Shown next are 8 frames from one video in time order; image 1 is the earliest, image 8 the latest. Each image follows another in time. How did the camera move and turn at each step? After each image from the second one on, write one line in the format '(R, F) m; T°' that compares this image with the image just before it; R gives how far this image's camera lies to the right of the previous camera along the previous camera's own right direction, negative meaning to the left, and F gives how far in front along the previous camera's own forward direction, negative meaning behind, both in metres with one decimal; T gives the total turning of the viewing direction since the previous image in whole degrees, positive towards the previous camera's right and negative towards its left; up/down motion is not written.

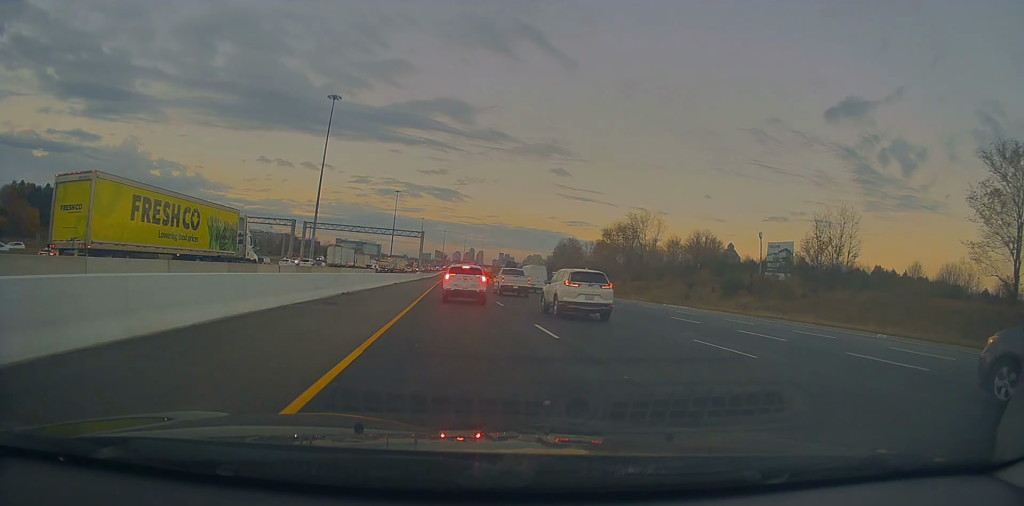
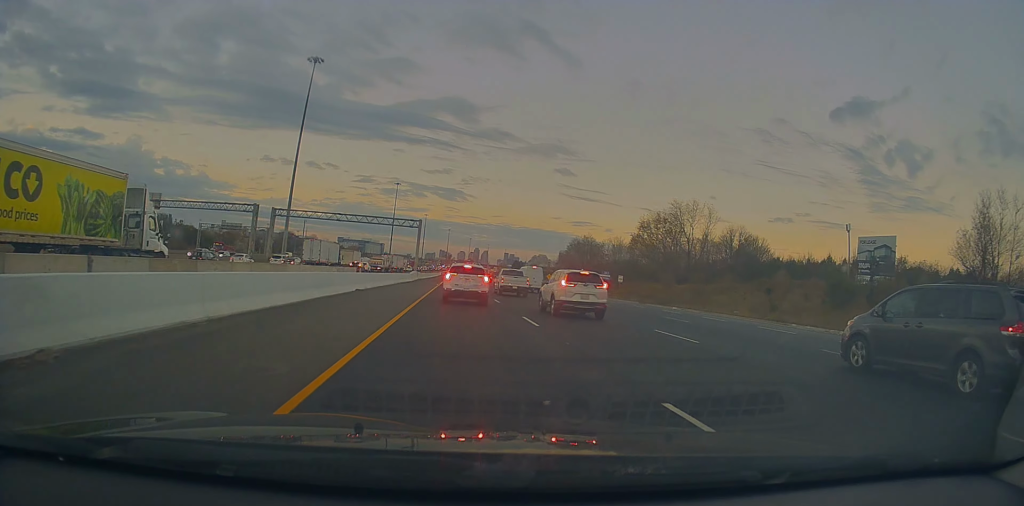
(0.0, +21.5) m; -1°
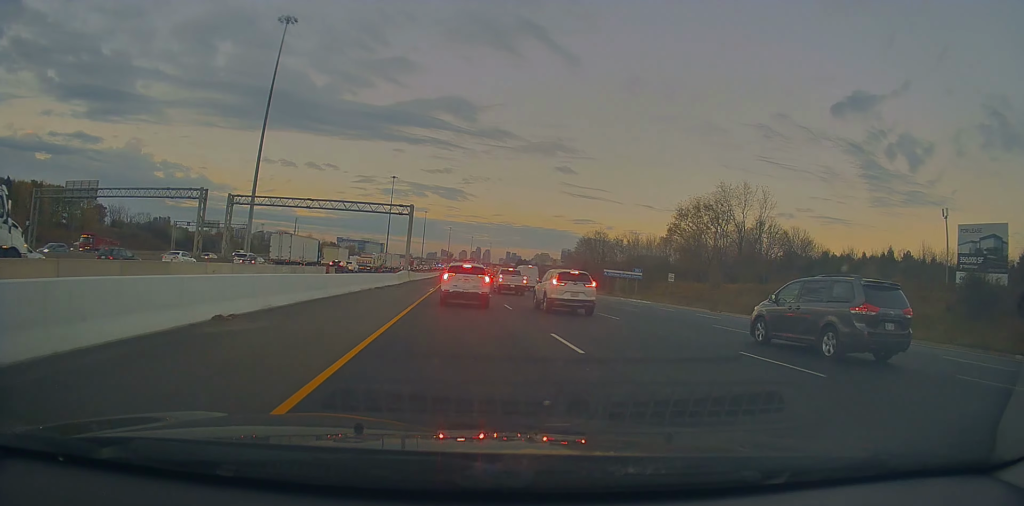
(-0.2, +17.3) m; 0°
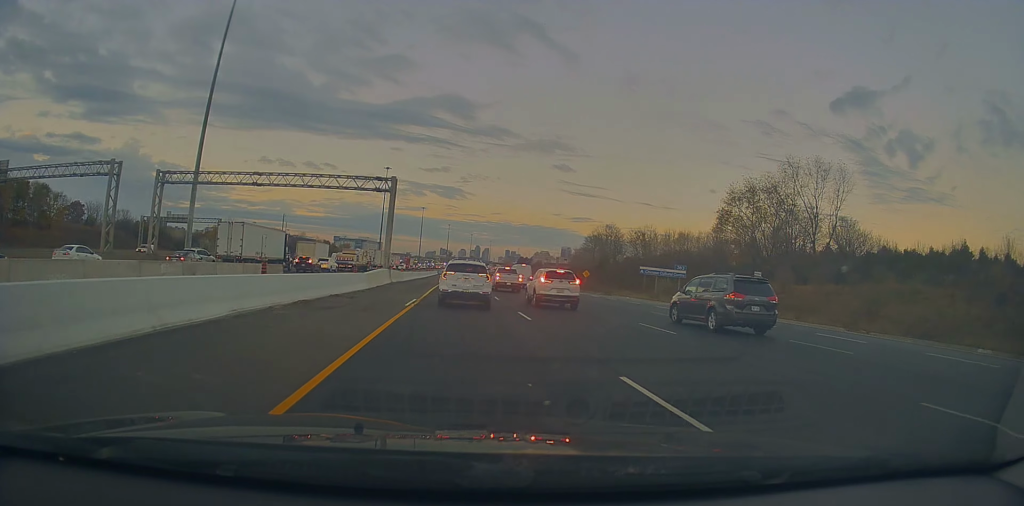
(0.0, +17.6) m; -1°
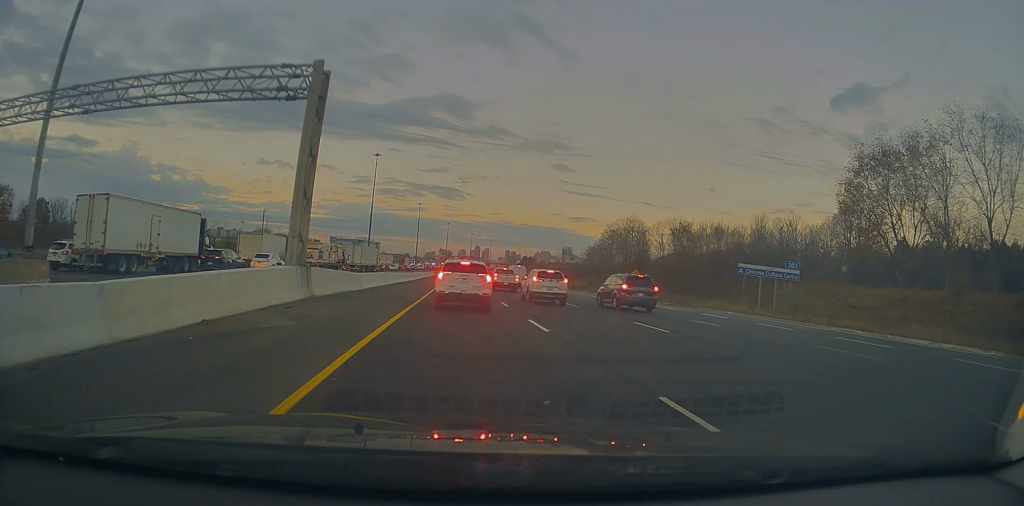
(+0.1, +25.6) m; +2°
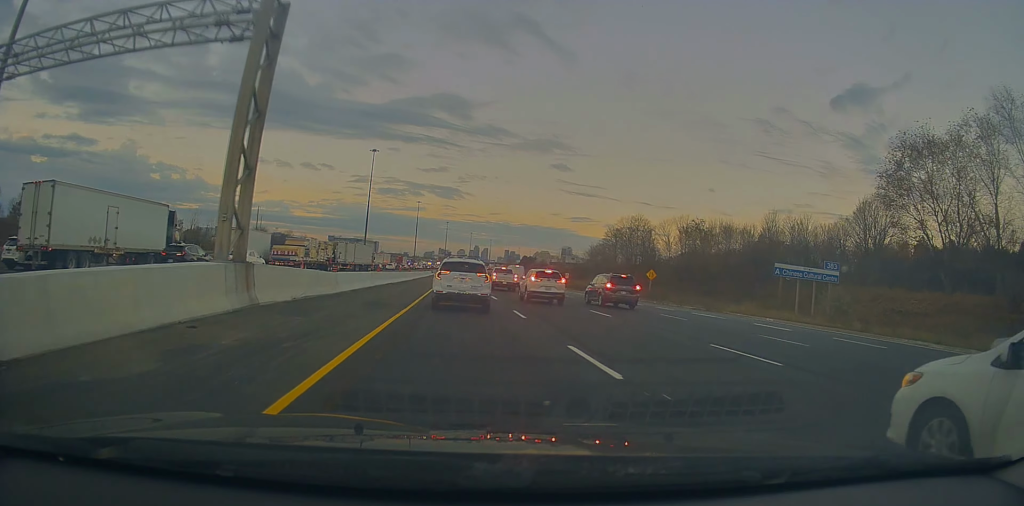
(+0.2, +5.9) m; +1°
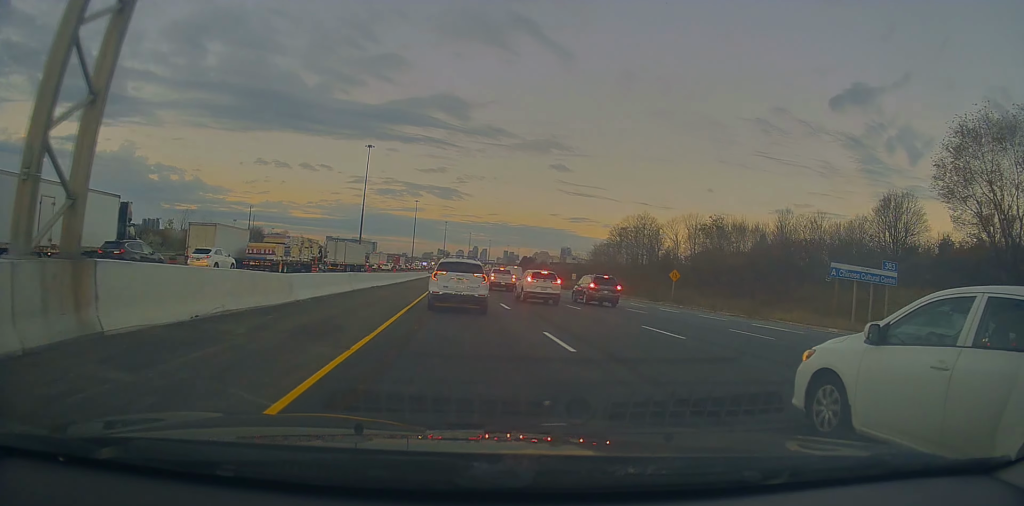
(+0.1, +7.0) m; 0°
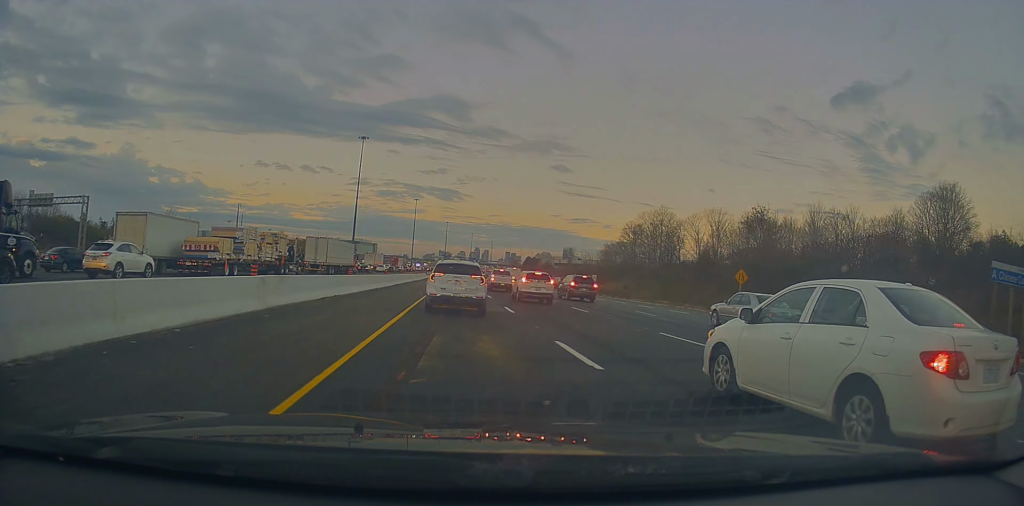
(-0.2, +13.5) m; -2°
